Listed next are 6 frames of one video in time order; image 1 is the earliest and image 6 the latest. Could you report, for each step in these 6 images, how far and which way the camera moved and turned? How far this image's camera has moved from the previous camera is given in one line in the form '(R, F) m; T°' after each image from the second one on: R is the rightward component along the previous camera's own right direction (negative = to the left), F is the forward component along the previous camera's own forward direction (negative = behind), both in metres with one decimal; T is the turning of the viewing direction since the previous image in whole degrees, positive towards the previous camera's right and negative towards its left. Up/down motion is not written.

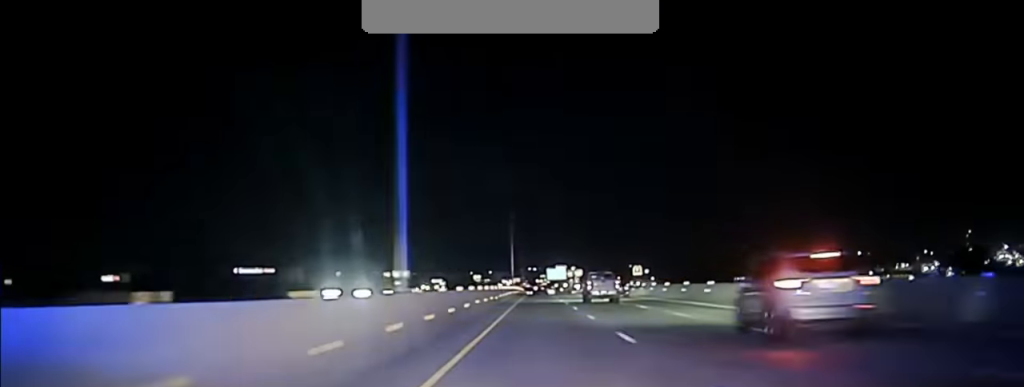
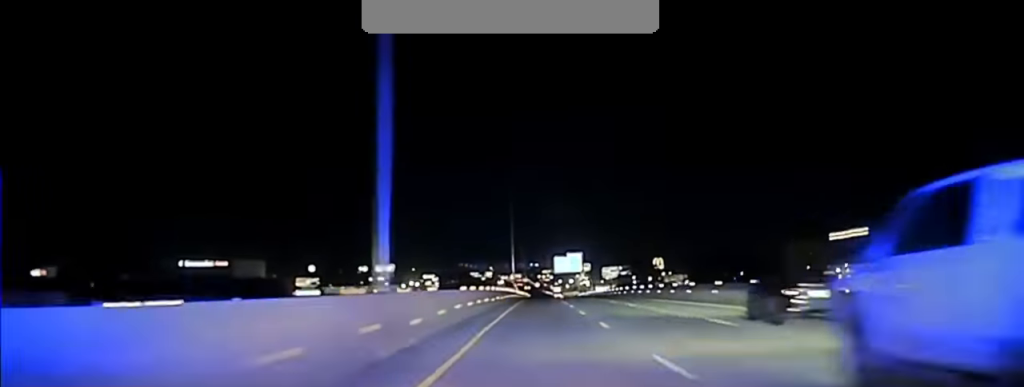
(+0.5, +94.1) m; 0°
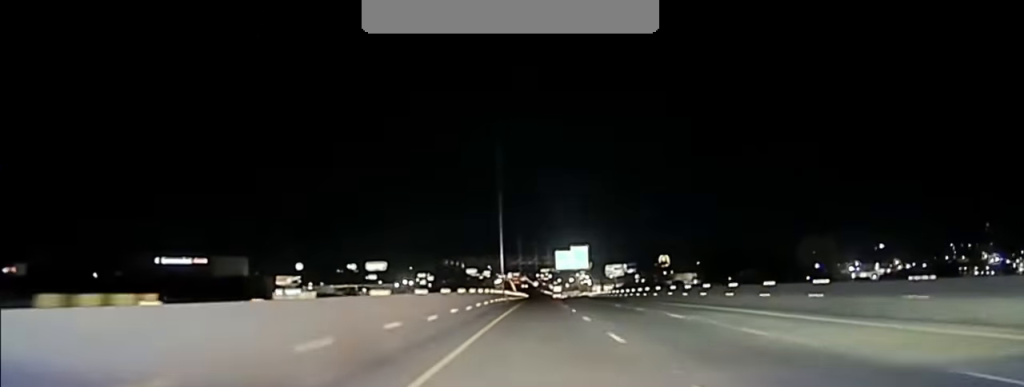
(-0.3, +29.2) m; 0°
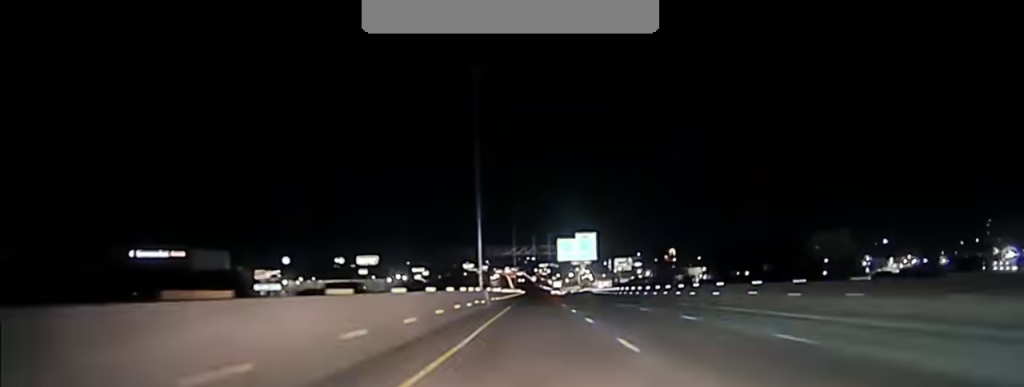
(0.0, +27.8) m; 0°
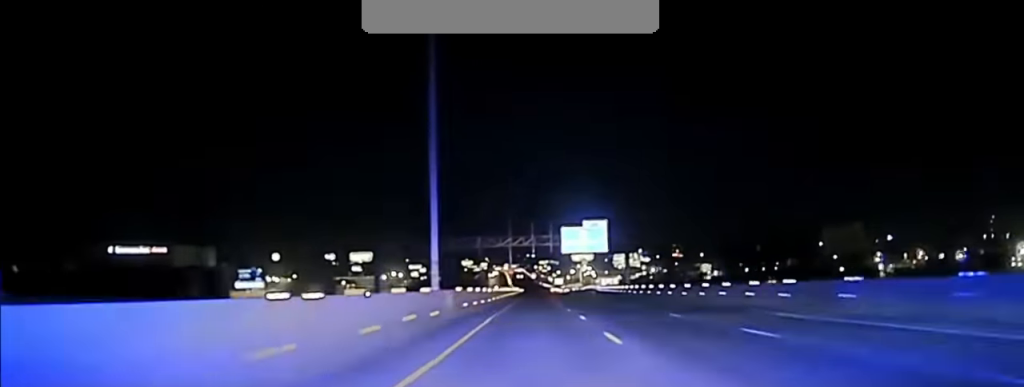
(+0.1, +22.5) m; 0°
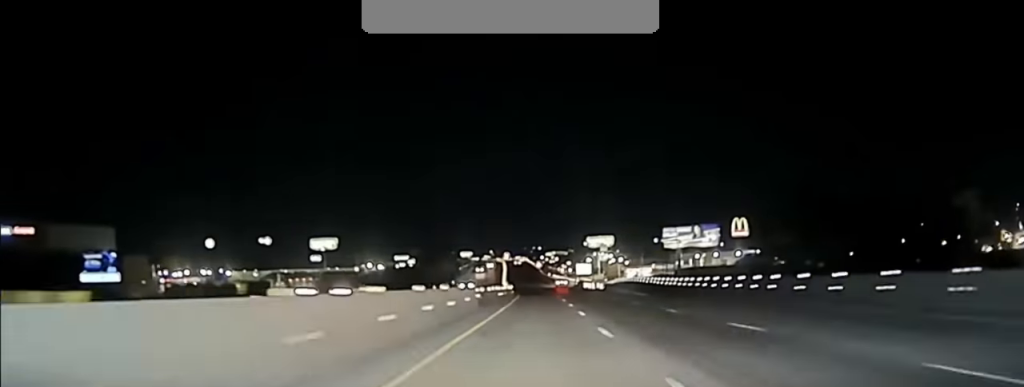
(+0.2, +124.2) m; 0°
